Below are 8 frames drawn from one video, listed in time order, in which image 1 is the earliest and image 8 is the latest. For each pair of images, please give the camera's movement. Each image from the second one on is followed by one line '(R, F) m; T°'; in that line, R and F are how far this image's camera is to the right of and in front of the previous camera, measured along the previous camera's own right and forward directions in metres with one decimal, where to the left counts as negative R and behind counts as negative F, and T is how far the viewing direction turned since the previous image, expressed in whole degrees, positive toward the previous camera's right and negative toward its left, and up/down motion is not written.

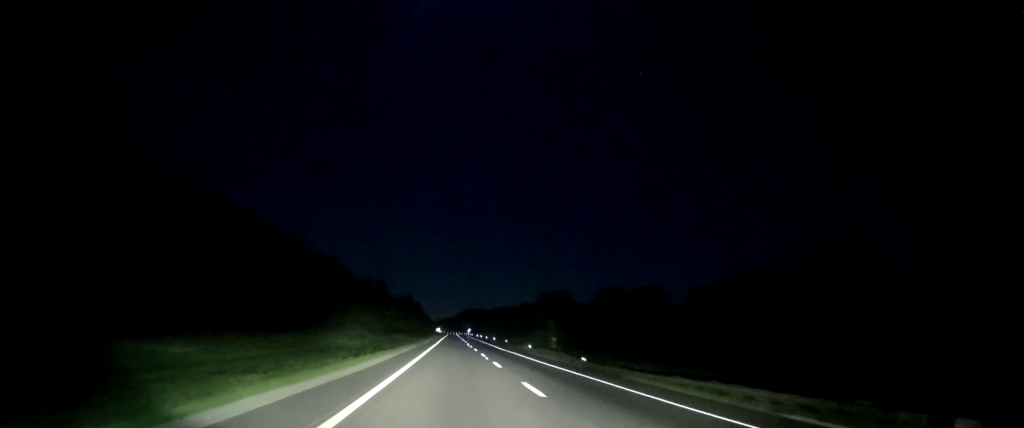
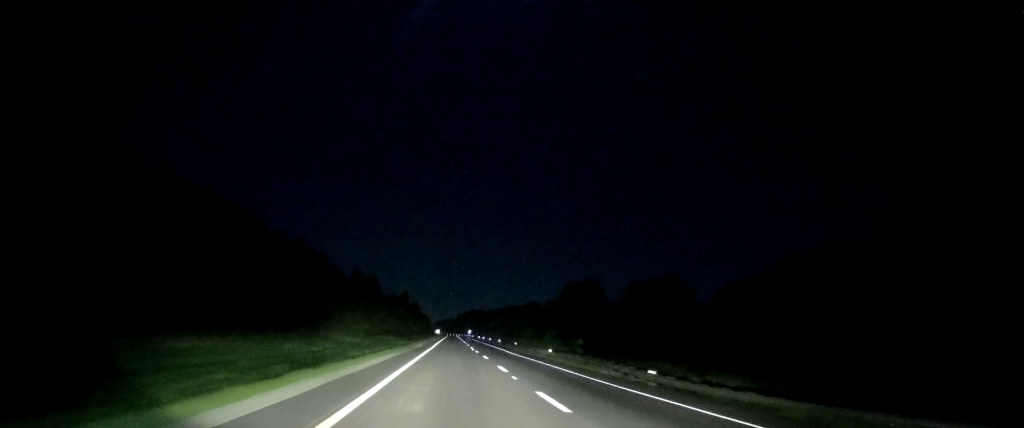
(-0.1, +15.5) m; 0°
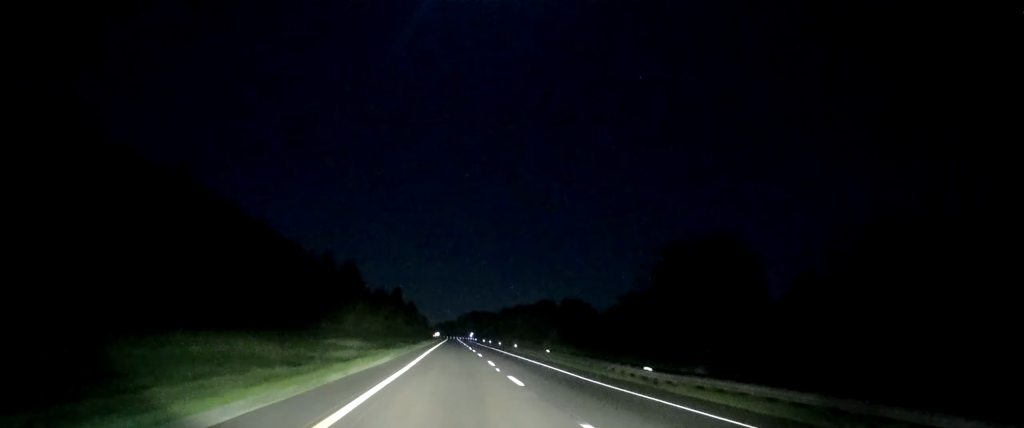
(-0.2, +29.7) m; 0°
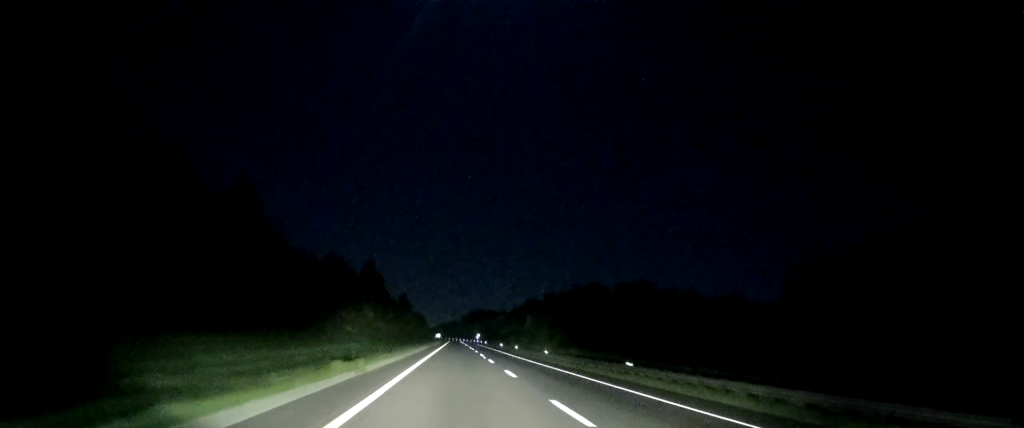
(+1.1, +56.8) m; +1°
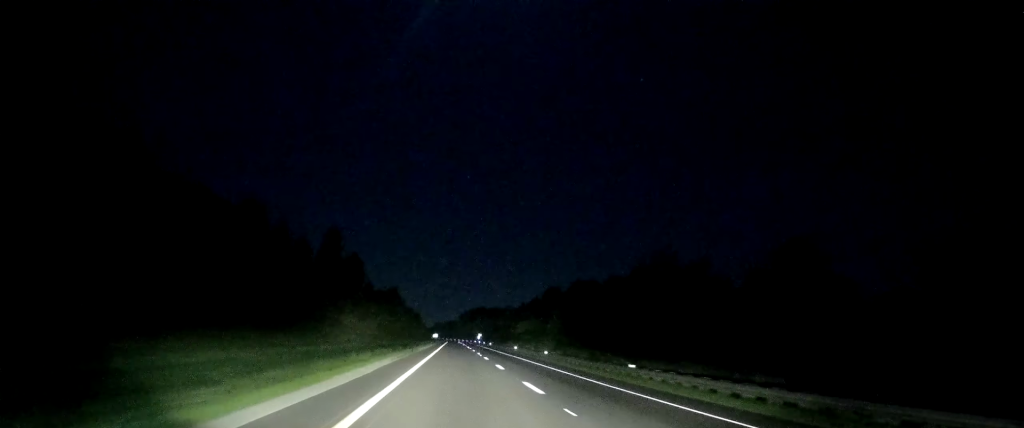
(-0.6, +30.5) m; -2°
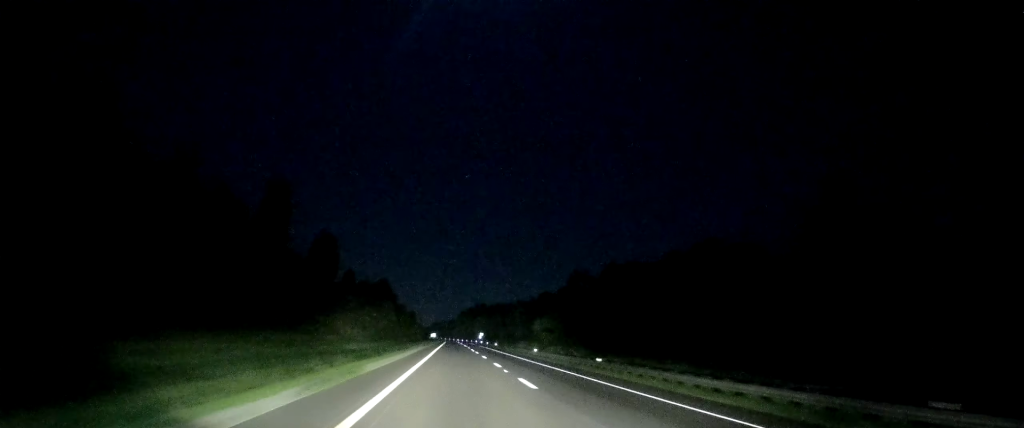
(-0.3, +22.8) m; 0°
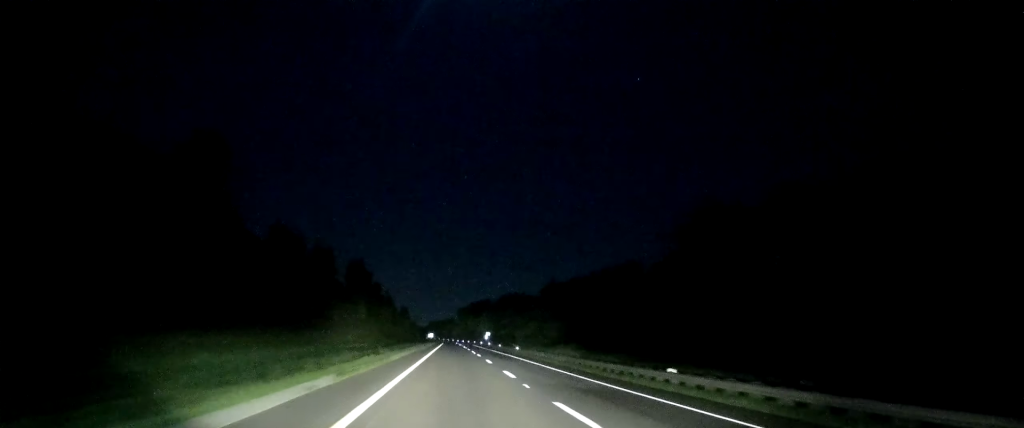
(+0.3, +43.2) m; +1°
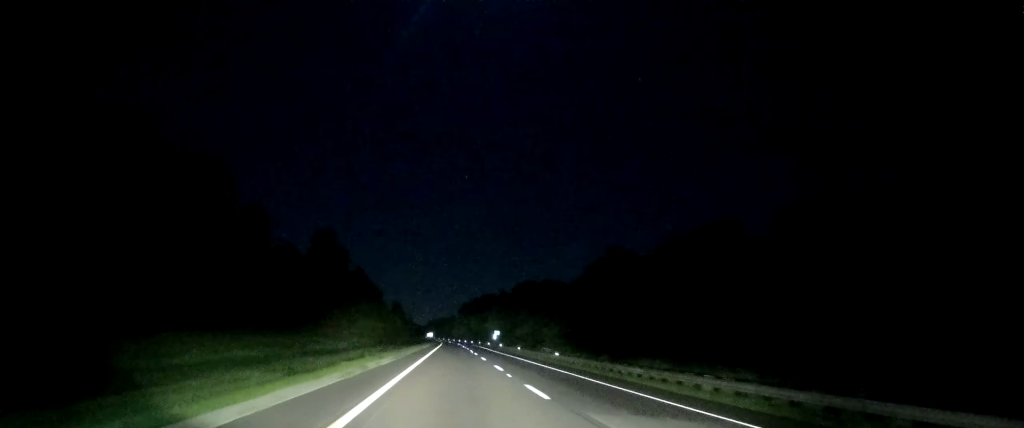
(0.0, +31.1) m; +1°
